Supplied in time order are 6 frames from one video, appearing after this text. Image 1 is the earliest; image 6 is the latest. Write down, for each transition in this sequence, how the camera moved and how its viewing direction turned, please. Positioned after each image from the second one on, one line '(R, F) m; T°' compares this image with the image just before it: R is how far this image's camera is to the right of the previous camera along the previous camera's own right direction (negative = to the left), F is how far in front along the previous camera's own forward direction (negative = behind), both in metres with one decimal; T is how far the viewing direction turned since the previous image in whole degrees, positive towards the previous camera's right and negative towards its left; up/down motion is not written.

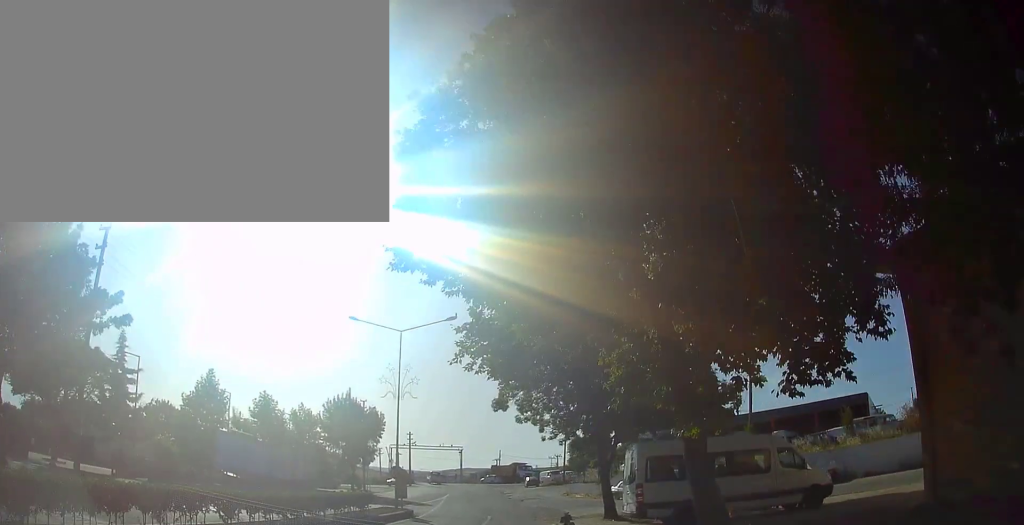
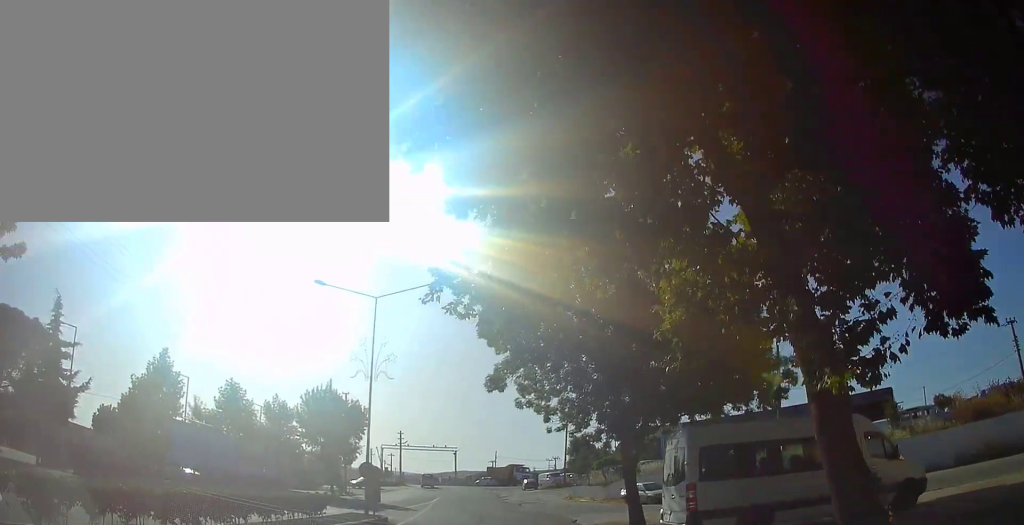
(0.0, +5.7) m; +1°
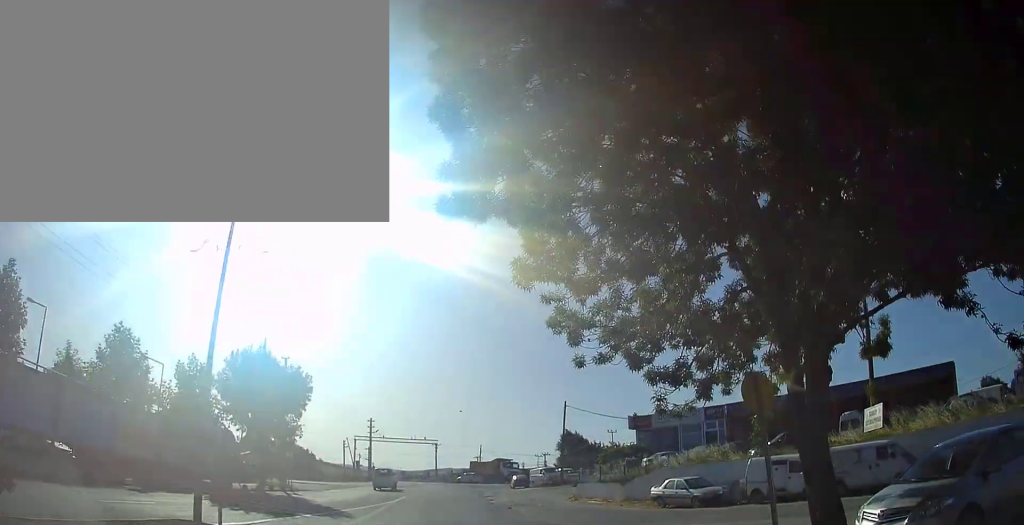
(+0.3, +11.7) m; +3°
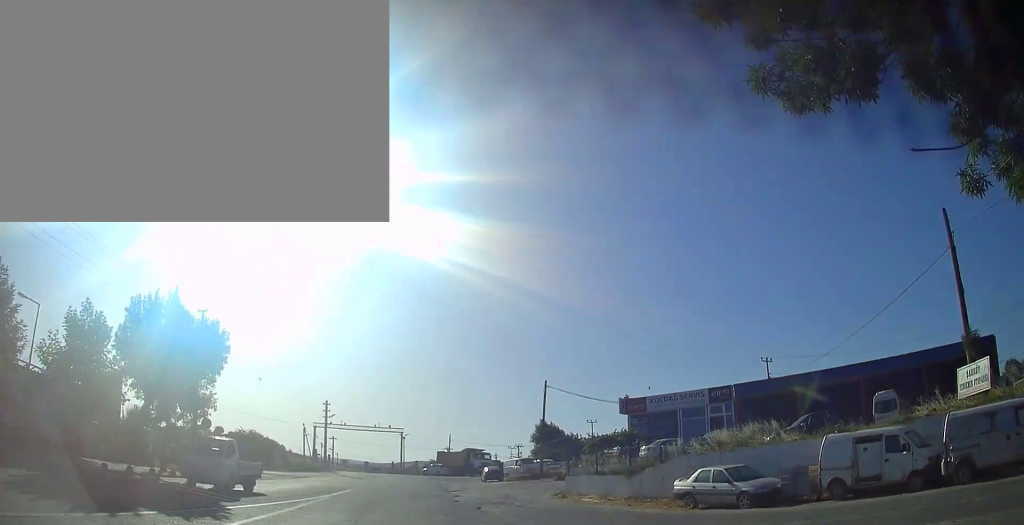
(+0.1, +9.5) m; +4°
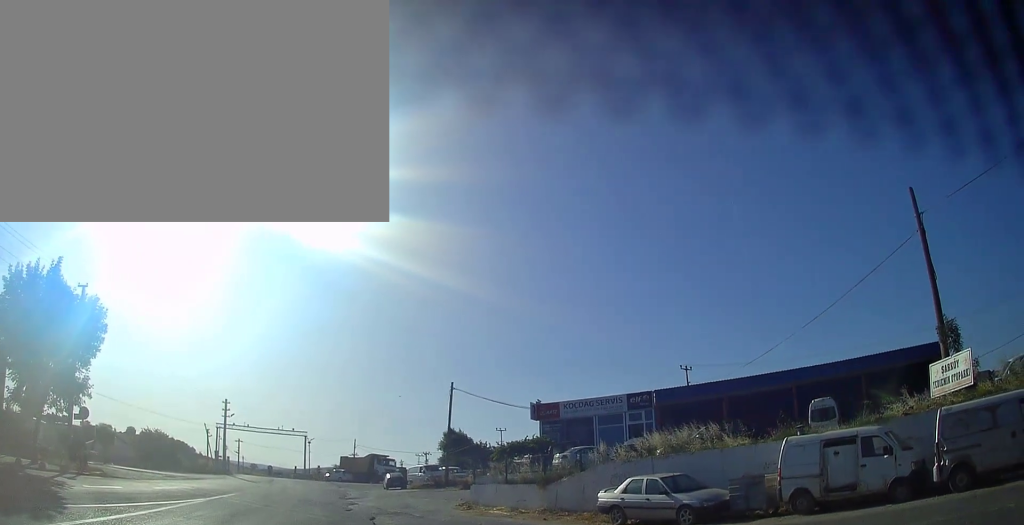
(+0.7, +4.1) m; +12°
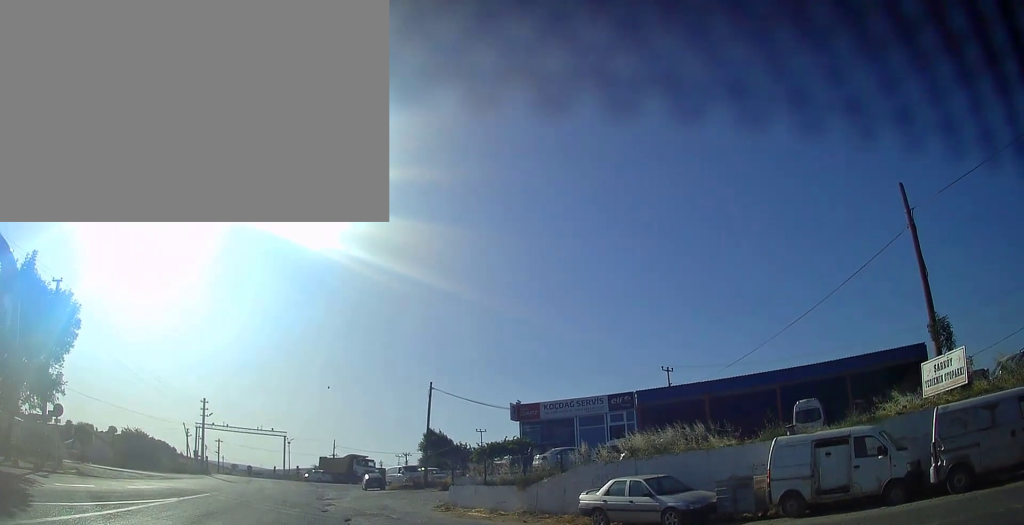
(+0.1, +0.9) m; +1°
